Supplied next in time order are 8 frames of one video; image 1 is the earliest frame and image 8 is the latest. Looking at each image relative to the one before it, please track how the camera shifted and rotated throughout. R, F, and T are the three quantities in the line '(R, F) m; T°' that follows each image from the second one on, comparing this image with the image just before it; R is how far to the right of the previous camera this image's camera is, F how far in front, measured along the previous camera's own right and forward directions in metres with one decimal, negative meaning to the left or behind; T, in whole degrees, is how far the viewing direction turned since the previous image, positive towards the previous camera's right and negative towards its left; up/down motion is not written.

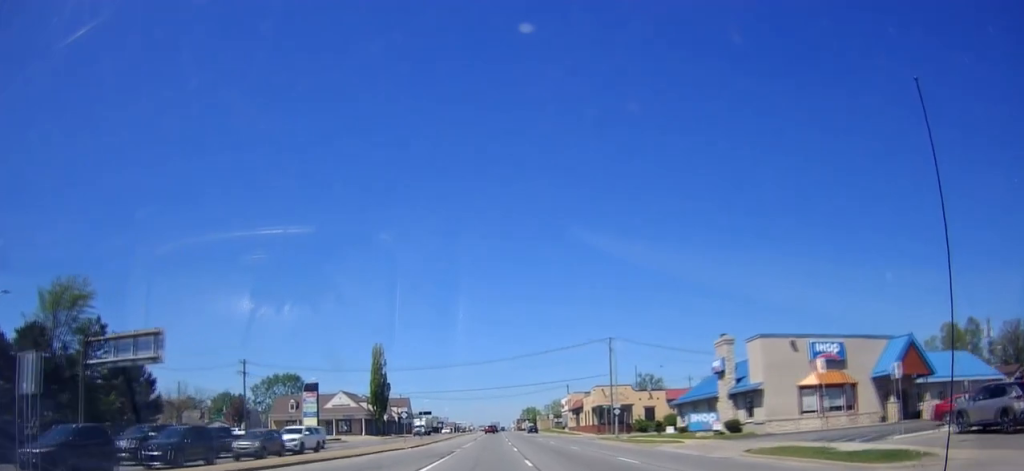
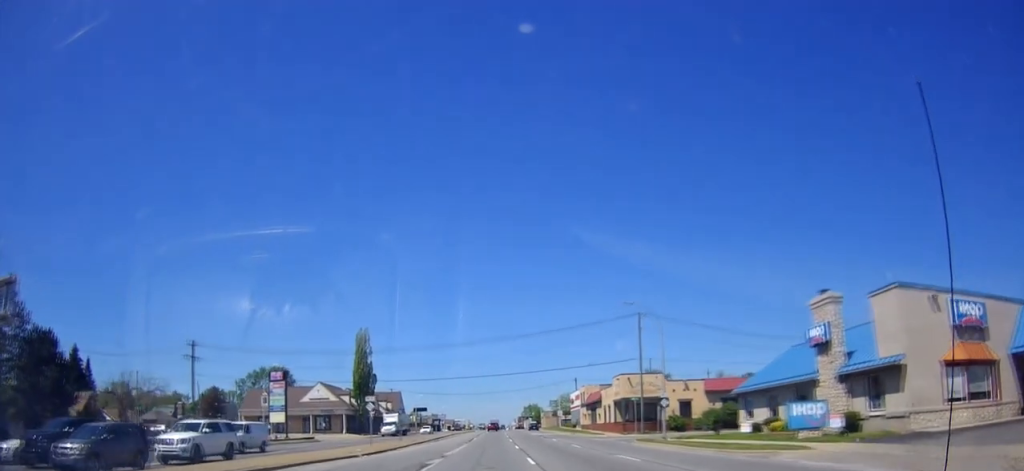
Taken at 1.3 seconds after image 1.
(+0.7, +15.1) m; +3°
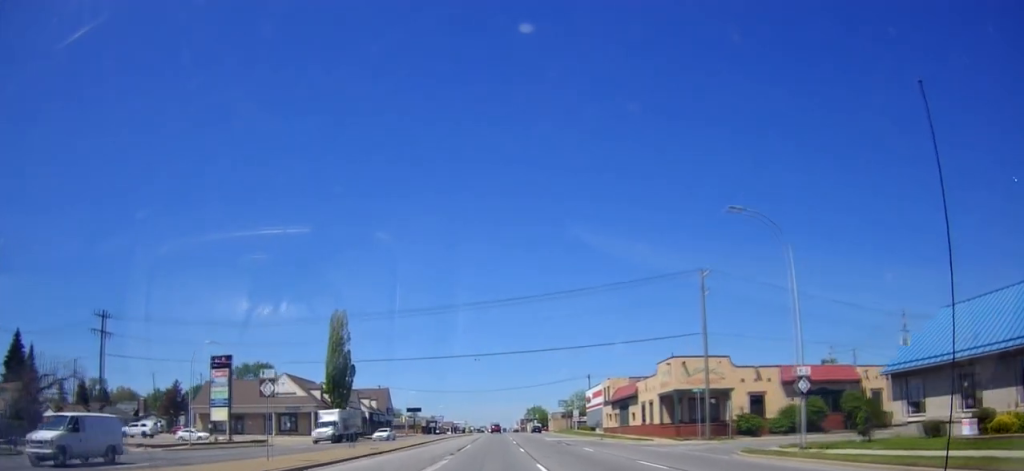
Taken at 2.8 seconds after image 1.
(0.0, +18.4) m; 0°
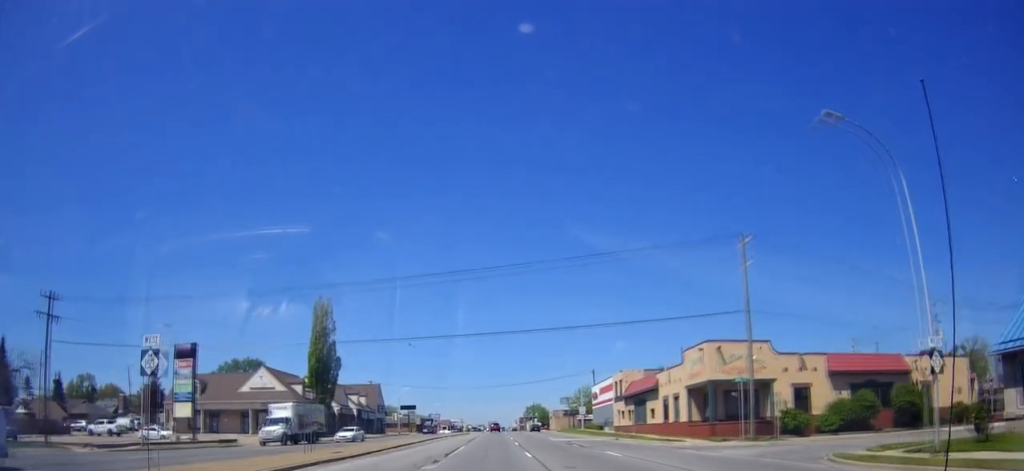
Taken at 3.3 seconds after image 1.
(0.0, +8.0) m; 0°
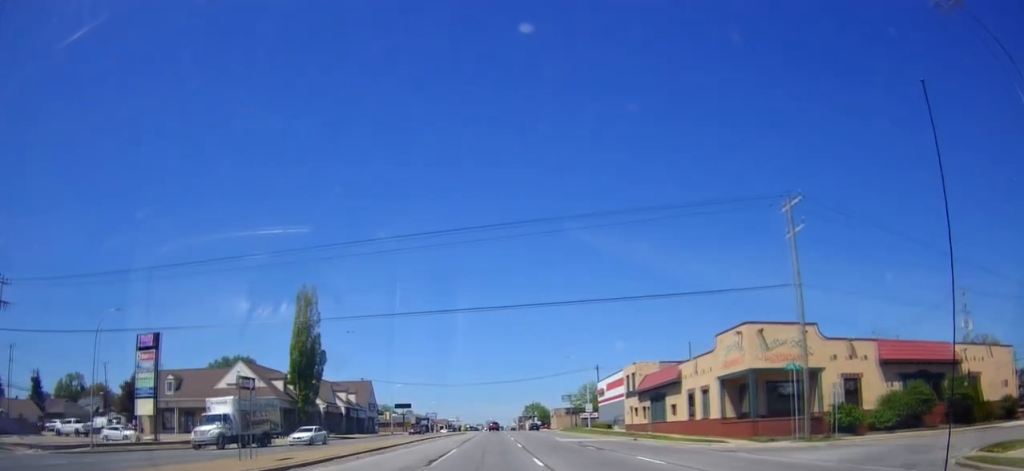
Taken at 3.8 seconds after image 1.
(0.0, +6.7) m; 0°
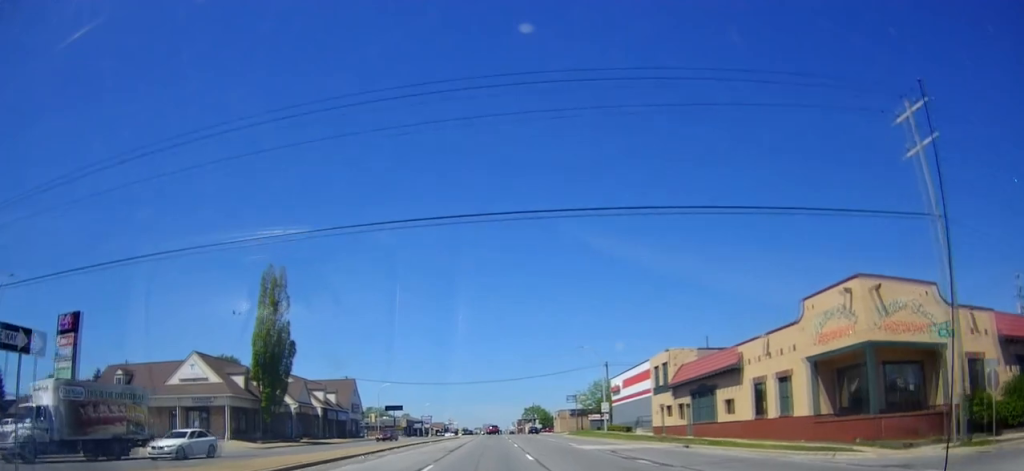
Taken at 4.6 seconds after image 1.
(0.0, +11.4) m; 0°
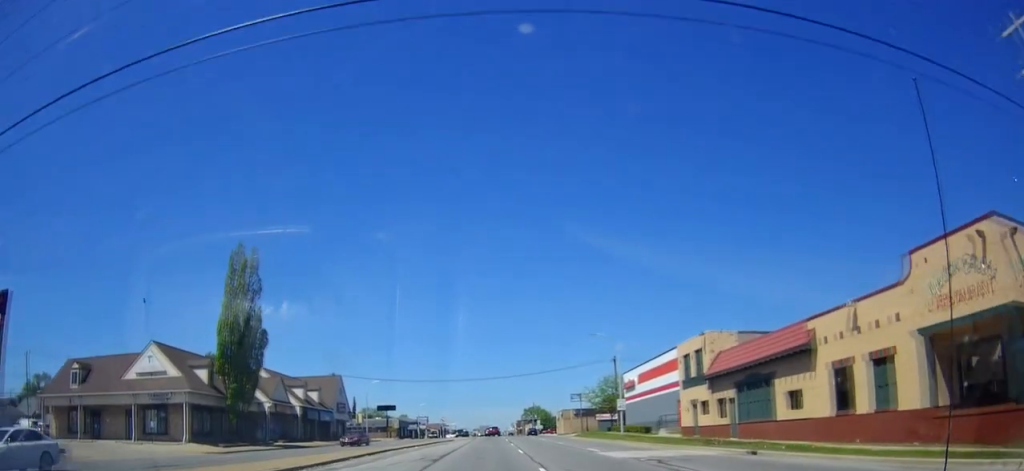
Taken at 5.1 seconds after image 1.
(0.0, +8.1) m; 0°
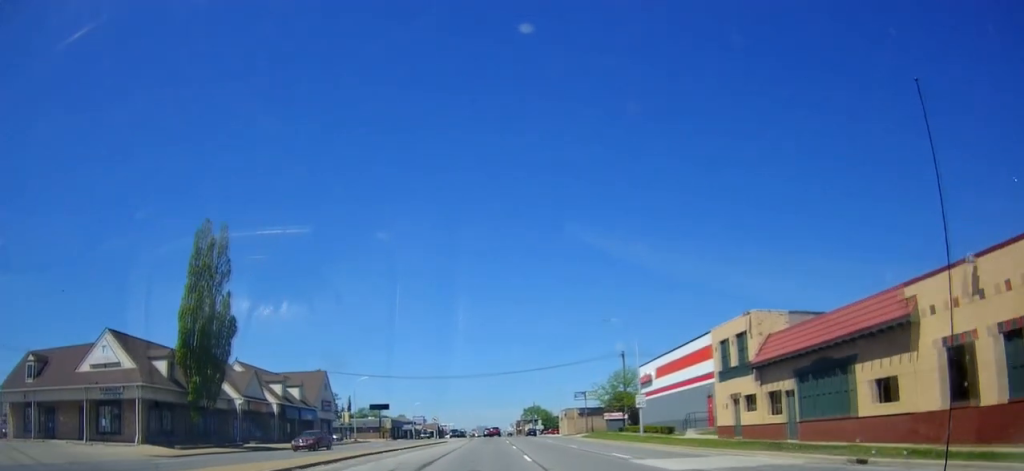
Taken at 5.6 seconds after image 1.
(0.0, +7.2) m; 0°
